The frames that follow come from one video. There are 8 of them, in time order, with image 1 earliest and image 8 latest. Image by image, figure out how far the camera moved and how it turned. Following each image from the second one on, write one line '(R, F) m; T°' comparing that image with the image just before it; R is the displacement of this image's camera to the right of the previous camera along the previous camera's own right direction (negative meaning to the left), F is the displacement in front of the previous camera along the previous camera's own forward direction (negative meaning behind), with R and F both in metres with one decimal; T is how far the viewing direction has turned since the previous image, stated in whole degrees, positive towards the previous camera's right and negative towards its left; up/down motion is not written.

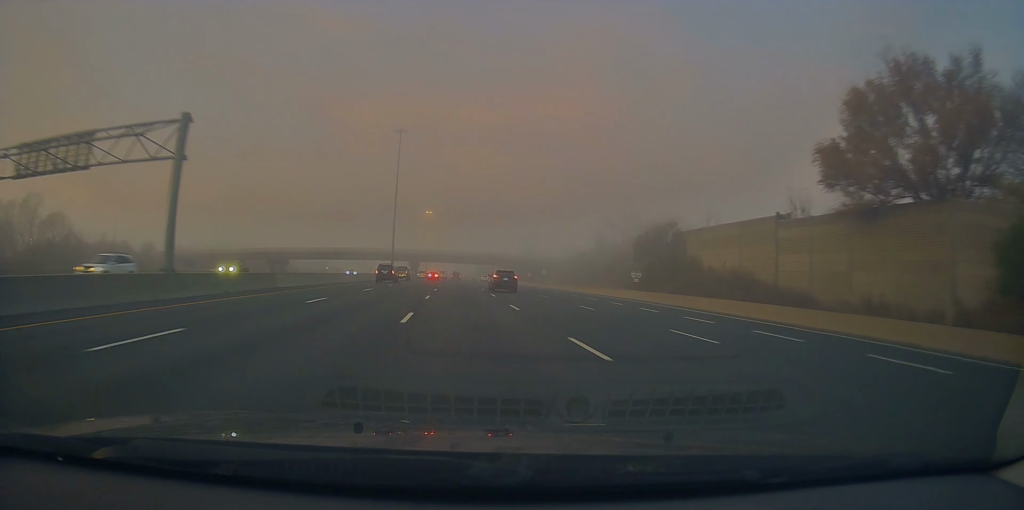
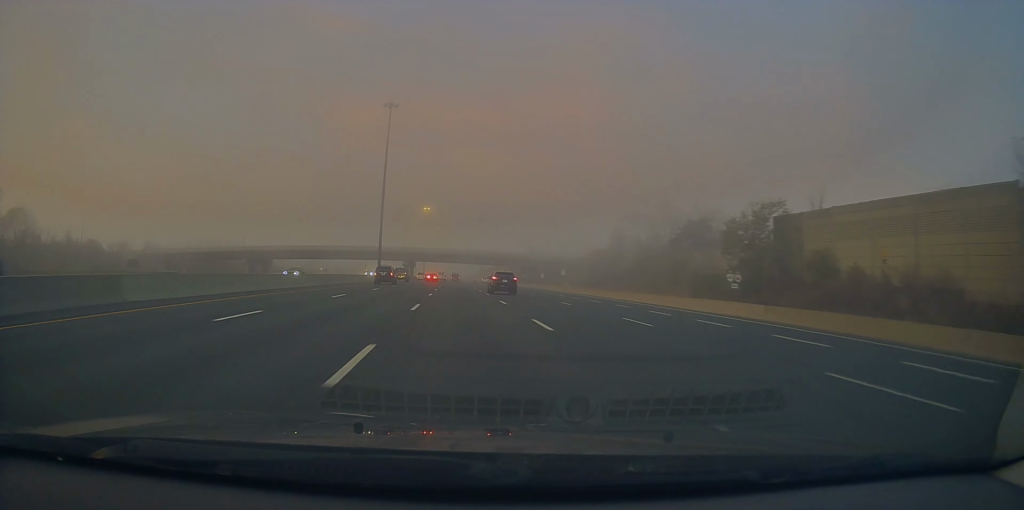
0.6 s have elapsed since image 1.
(0.0, +19.4) m; 0°
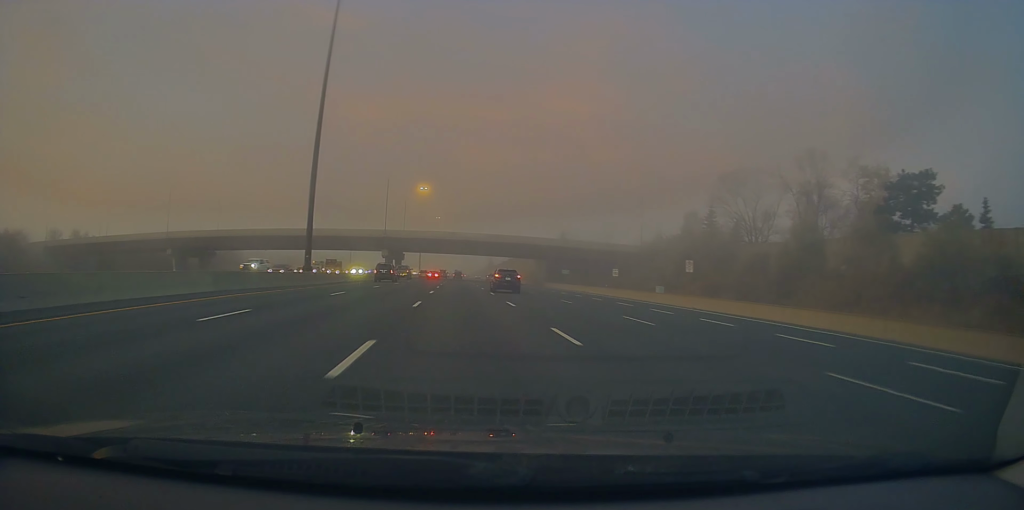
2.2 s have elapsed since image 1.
(0.0, +48.9) m; -1°
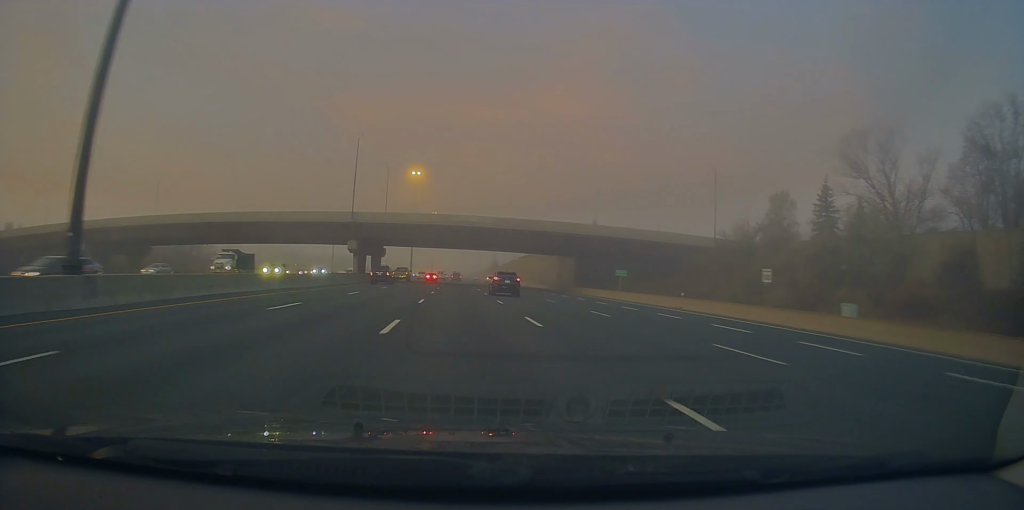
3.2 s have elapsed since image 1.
(+0.1, +32.5) m; +1°
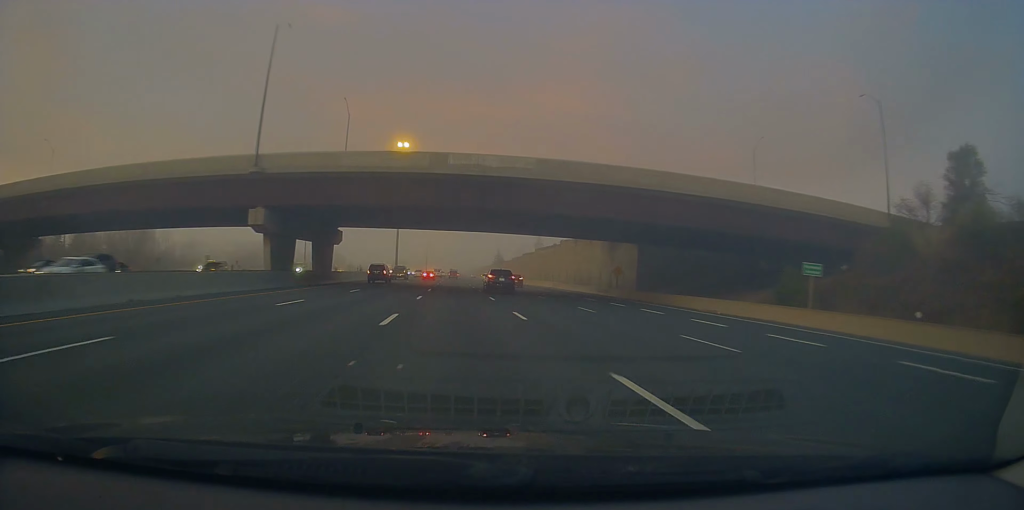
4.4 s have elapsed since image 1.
(+0.2, +34.4) m; 0°
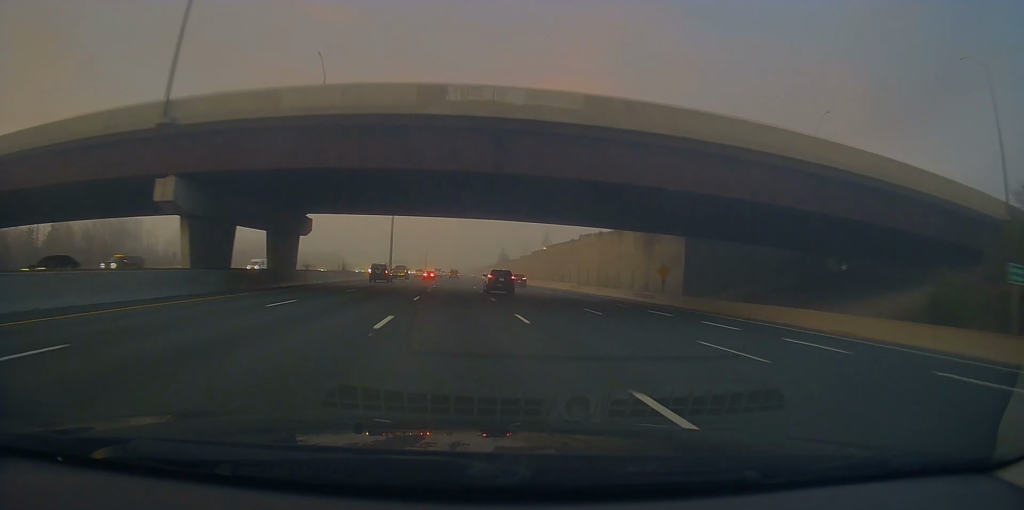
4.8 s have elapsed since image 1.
(0.0, +13.8) m; 0°
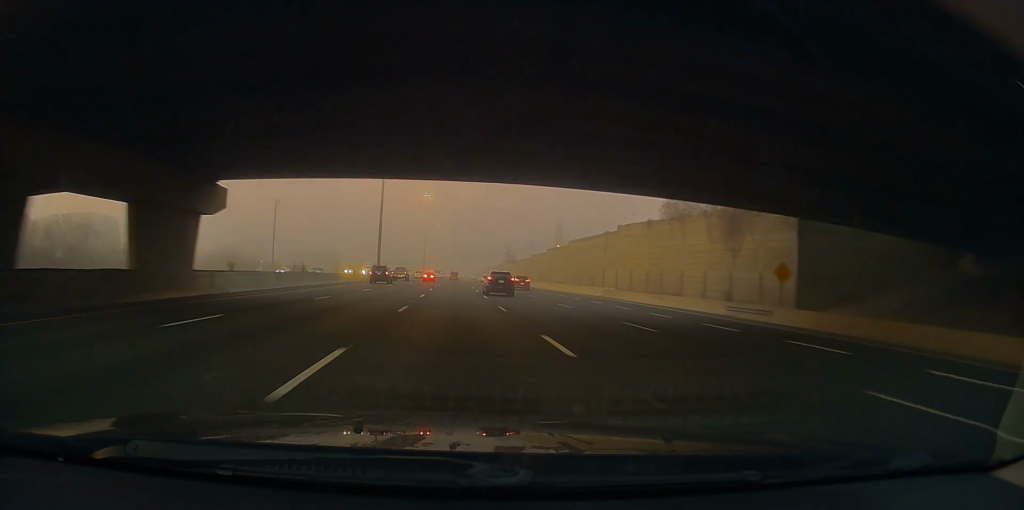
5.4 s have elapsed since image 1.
(0.0, +18.2) m; 0°
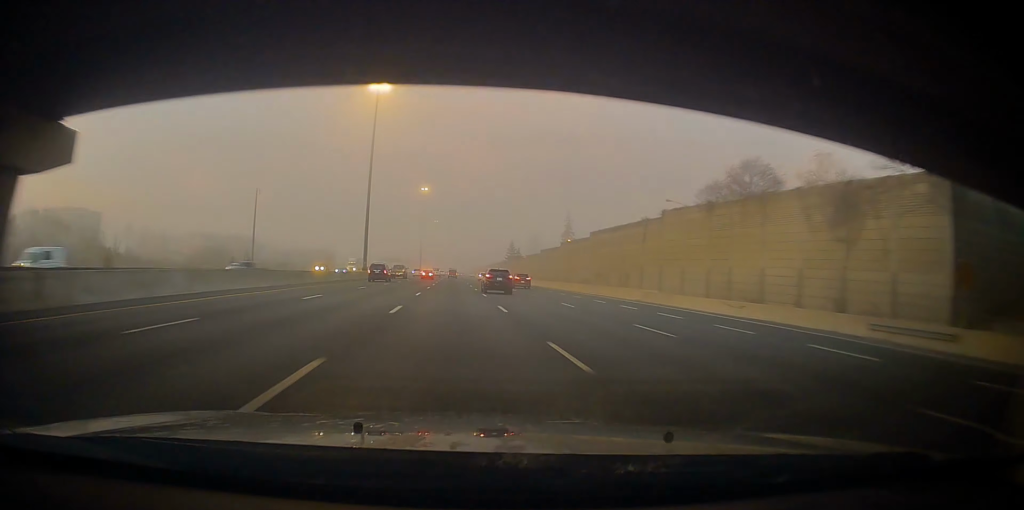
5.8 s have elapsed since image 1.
(-0.1, +13.4) m; 0°
